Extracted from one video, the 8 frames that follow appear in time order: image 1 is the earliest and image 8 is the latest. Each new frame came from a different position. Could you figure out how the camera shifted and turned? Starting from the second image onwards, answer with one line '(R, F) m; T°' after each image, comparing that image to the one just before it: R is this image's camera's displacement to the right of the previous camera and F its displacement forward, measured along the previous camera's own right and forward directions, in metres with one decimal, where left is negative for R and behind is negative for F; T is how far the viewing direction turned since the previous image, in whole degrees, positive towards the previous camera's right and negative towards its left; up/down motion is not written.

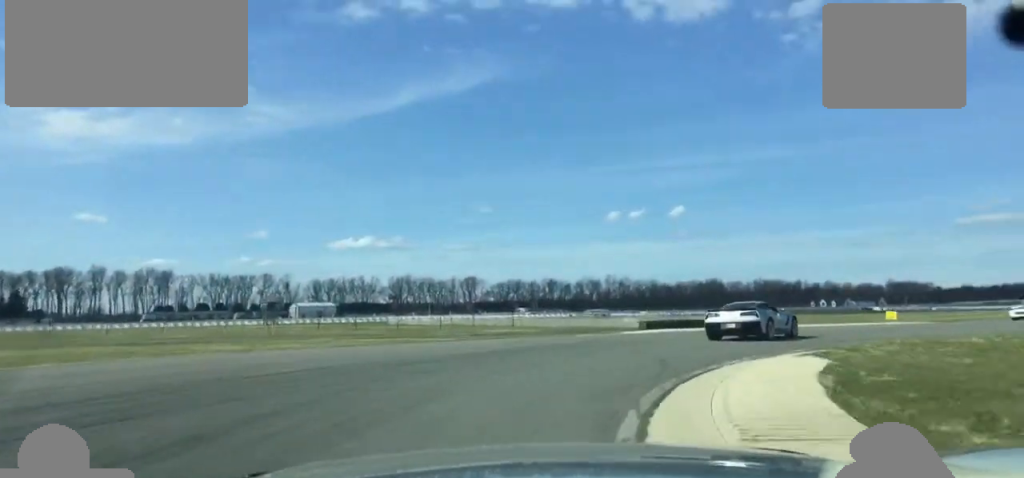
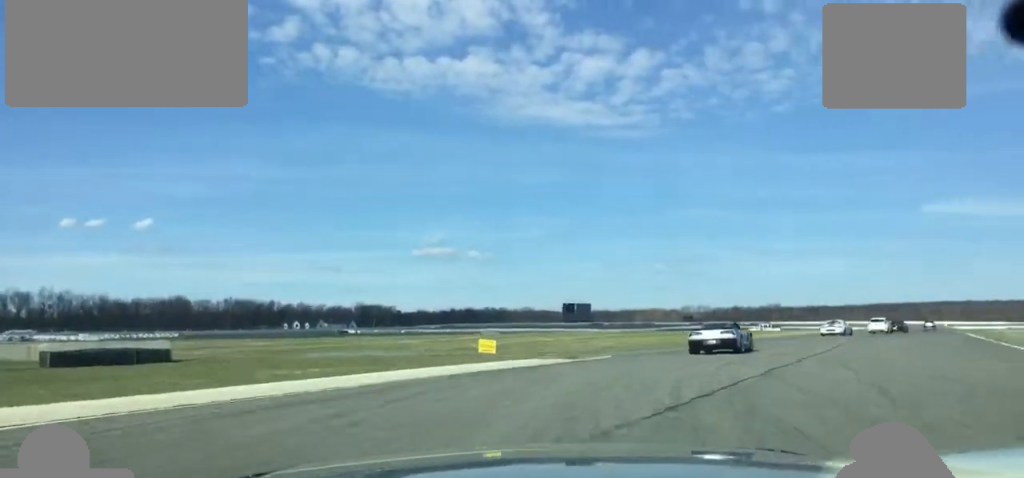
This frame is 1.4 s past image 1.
(+8.0, +28.4) m; +33°
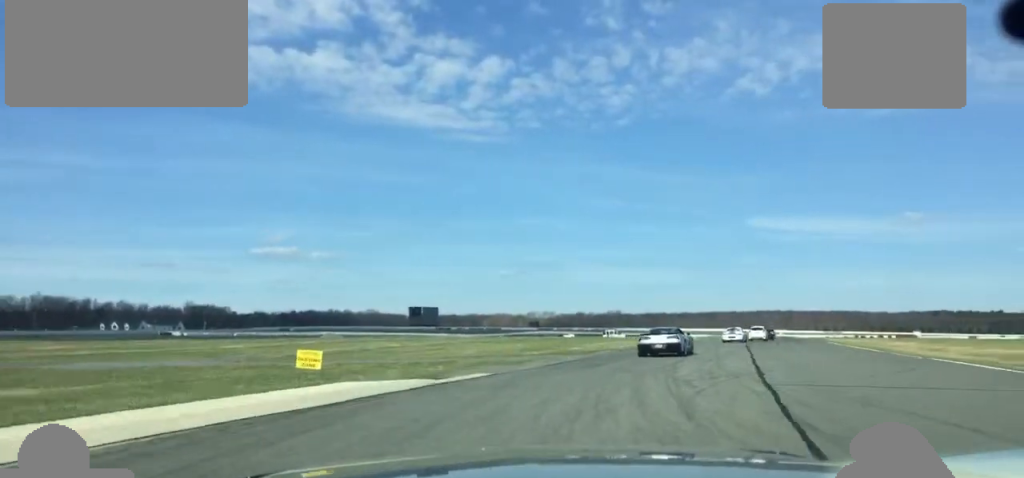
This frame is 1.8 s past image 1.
(+1.6, +9.9) m; +7°
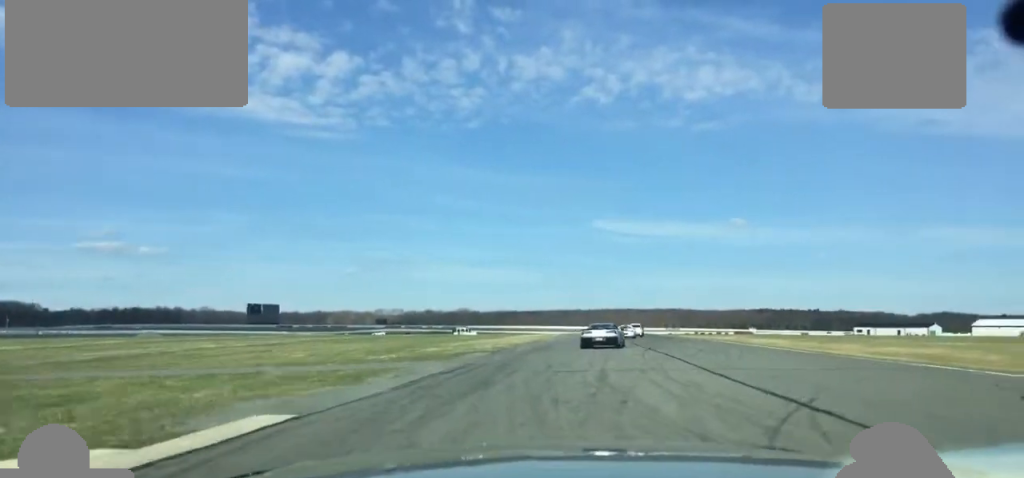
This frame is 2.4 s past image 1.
(+0.7, +12.5) m; +8°
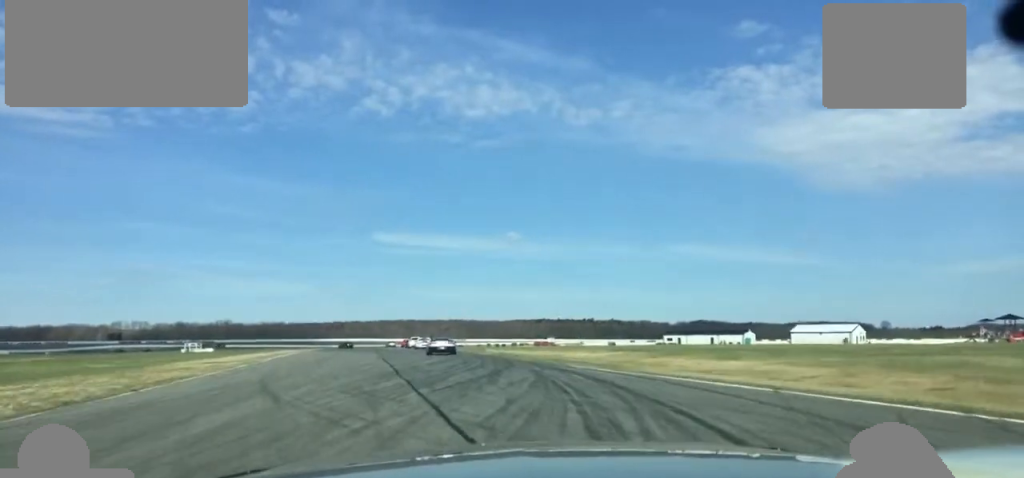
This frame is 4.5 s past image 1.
(+8.3, +56.1) m; +10°
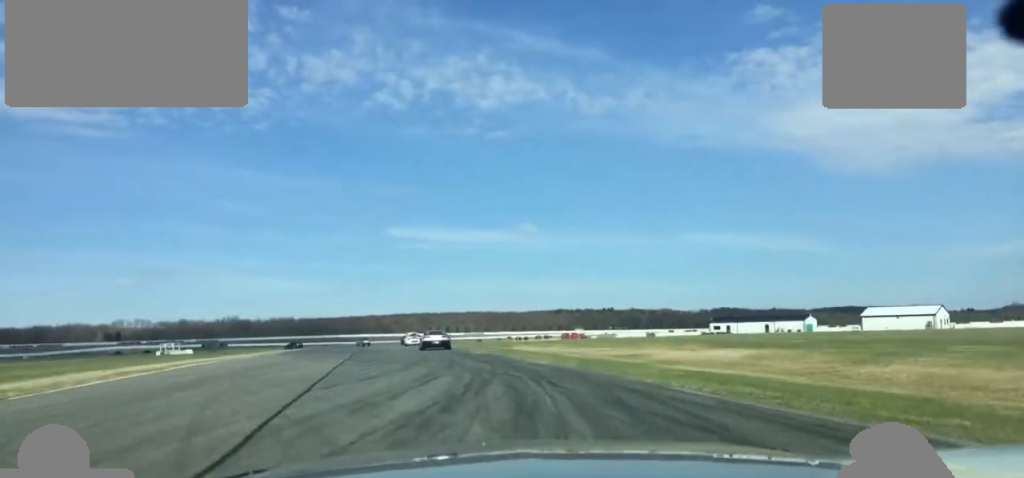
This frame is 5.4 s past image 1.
(0.0, +27.0) m; -2°
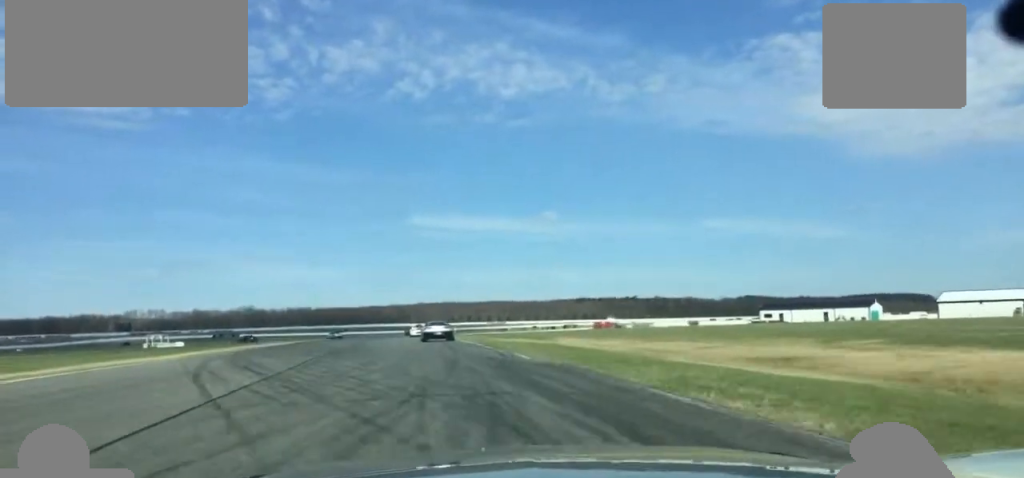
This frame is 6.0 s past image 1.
(-0.5, +19.5) m; +4°
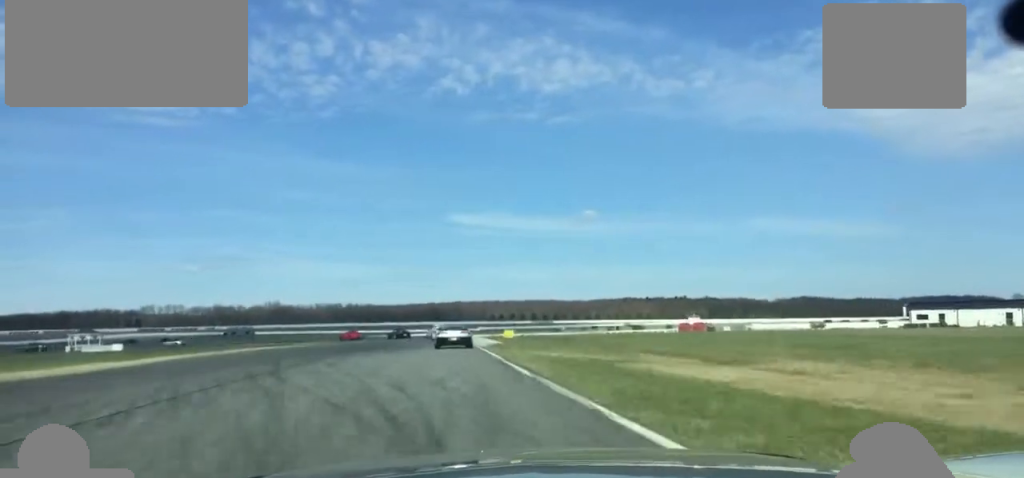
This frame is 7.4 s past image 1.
(+4.7, +42.8) m; -2°
